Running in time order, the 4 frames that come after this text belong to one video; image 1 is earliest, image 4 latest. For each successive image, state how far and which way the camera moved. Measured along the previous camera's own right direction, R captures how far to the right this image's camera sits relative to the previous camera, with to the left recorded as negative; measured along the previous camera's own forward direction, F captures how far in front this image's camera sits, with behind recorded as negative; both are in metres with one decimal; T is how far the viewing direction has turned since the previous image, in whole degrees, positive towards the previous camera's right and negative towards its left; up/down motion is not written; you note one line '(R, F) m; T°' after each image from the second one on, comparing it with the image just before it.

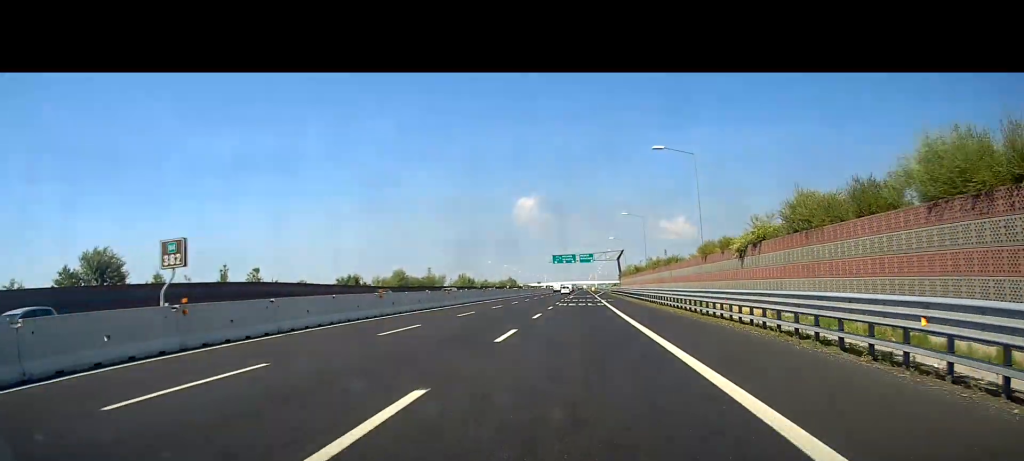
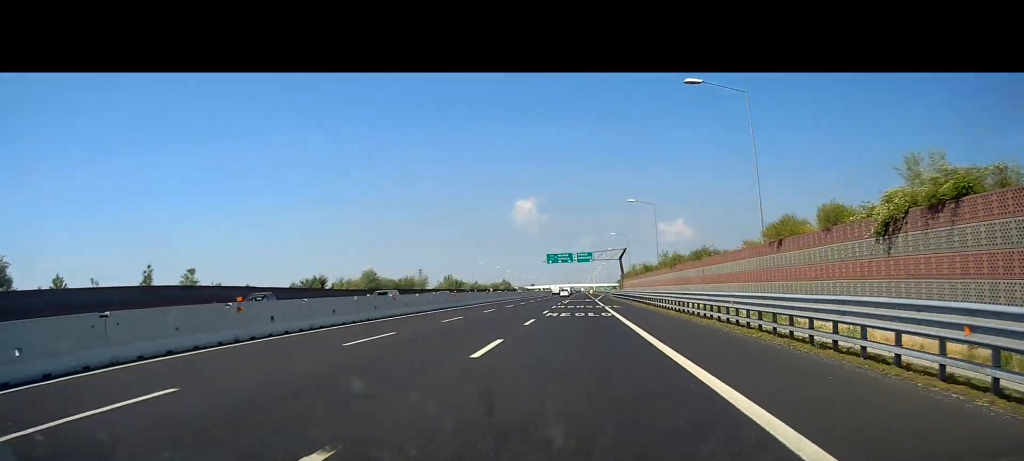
(0.0, +14.8) m; 0°
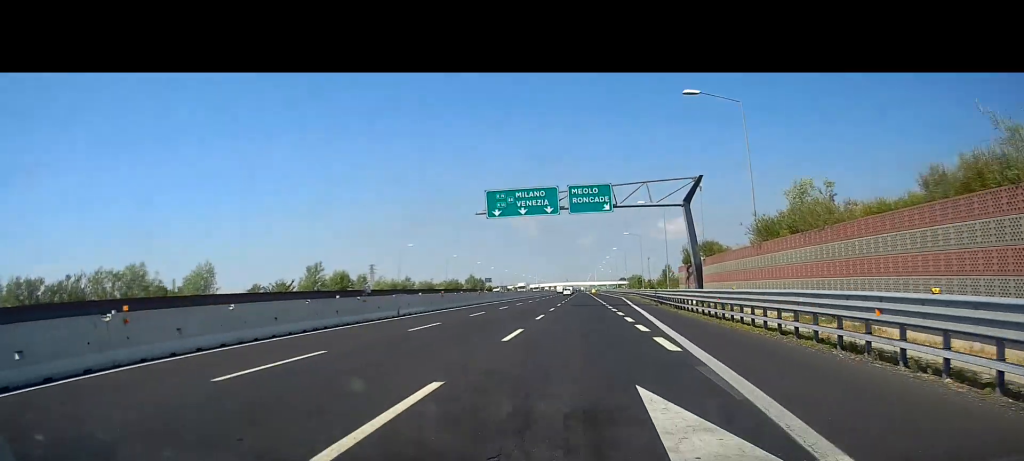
(-0.7, +78.2) m; -1°
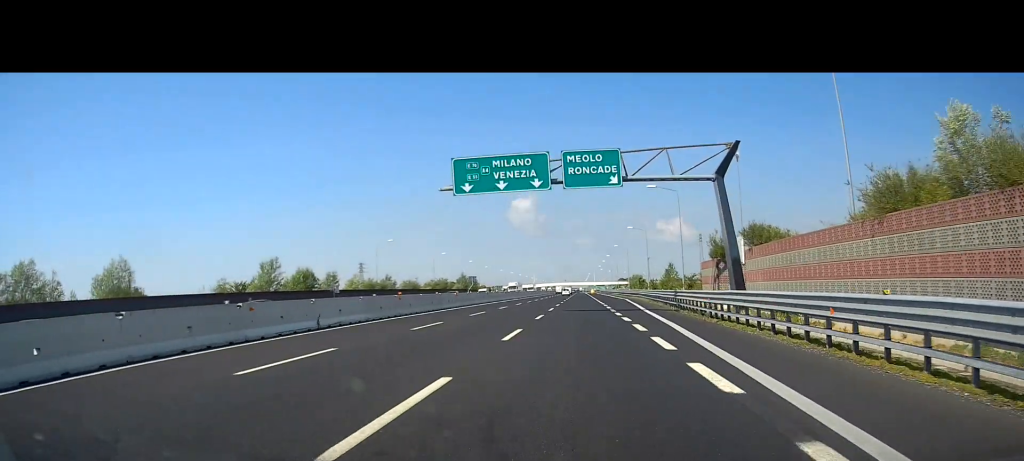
(0.0, +11.5) m; 0°
